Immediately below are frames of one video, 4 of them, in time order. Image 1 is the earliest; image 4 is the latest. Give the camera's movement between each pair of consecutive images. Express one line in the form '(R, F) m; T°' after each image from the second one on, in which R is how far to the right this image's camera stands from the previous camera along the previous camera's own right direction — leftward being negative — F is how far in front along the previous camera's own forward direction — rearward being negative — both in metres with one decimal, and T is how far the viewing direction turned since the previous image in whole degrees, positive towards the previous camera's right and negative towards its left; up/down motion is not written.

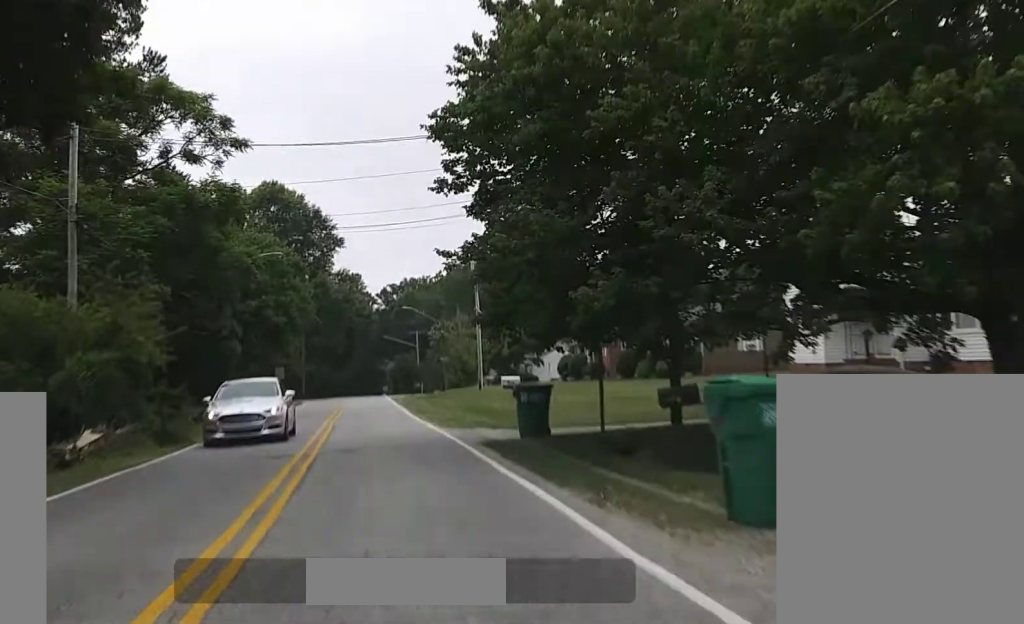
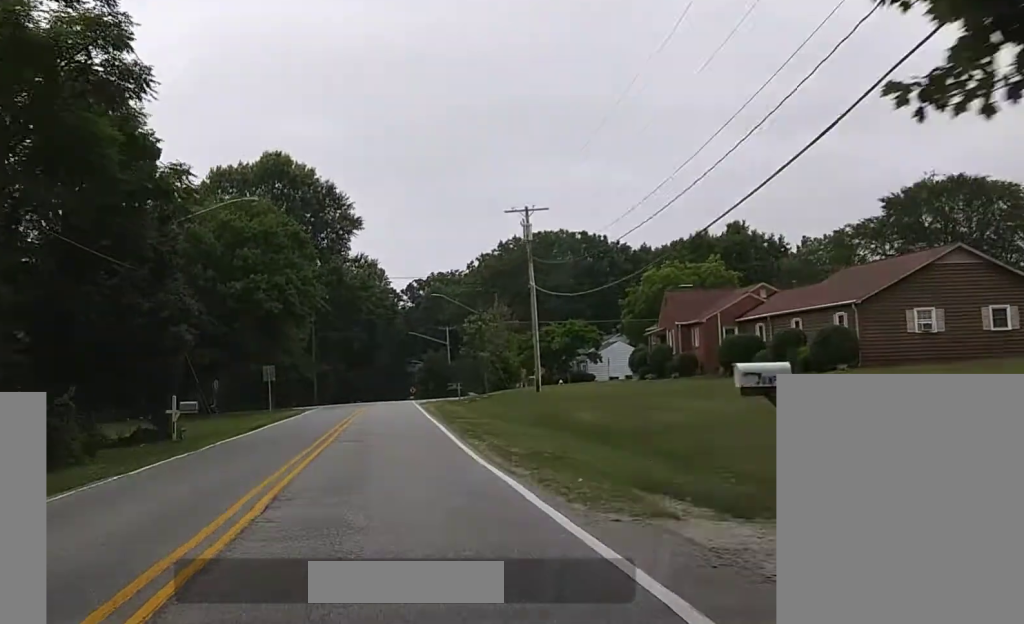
(-0.4, +18.4) m; -1°
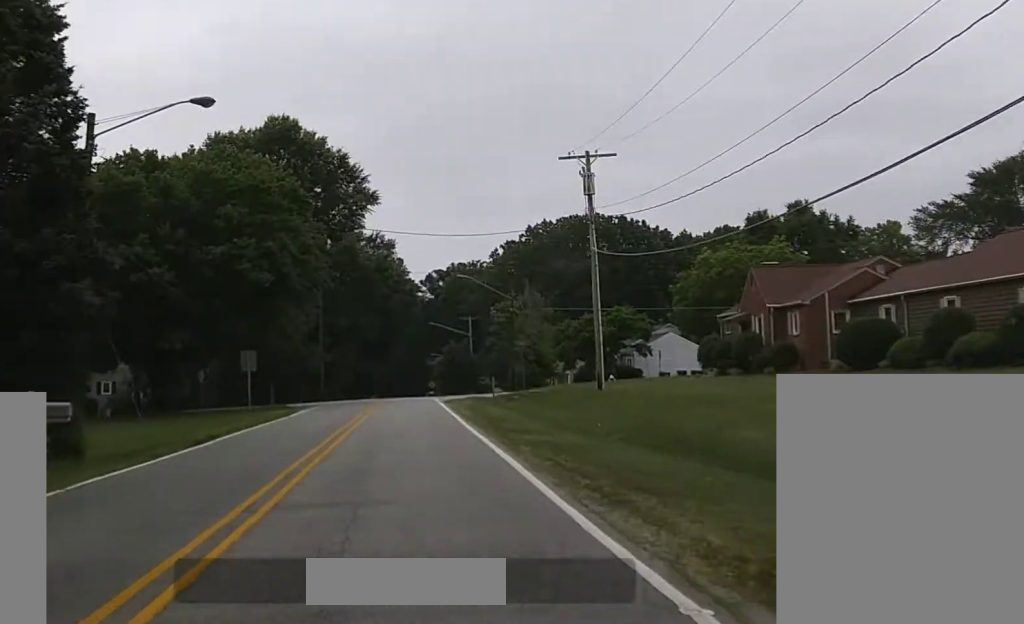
(0.0, +13.9) m; 0°
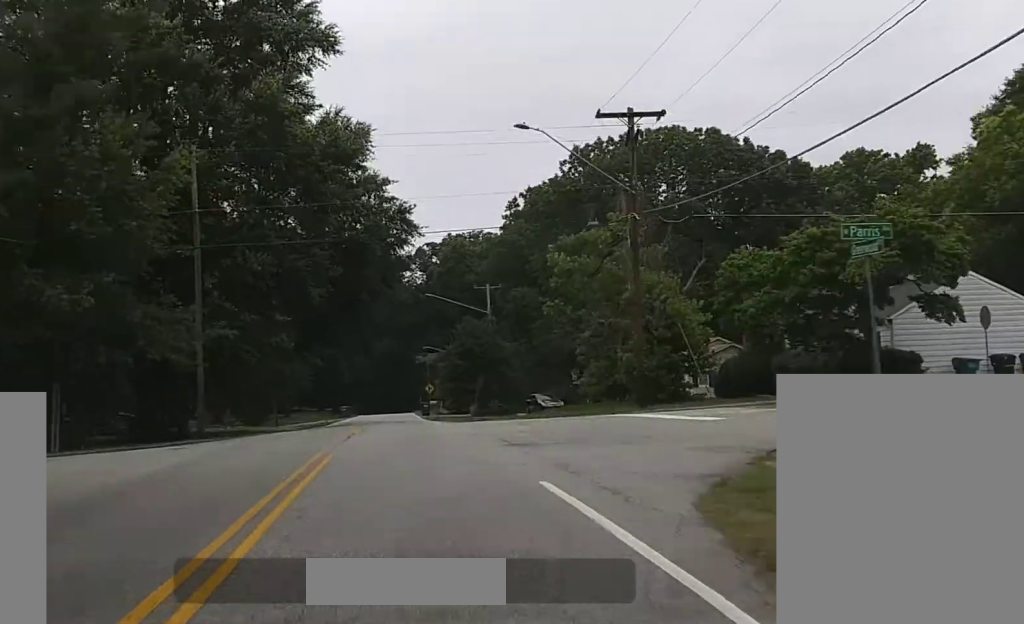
(0.0, +49.7) m; 0°
